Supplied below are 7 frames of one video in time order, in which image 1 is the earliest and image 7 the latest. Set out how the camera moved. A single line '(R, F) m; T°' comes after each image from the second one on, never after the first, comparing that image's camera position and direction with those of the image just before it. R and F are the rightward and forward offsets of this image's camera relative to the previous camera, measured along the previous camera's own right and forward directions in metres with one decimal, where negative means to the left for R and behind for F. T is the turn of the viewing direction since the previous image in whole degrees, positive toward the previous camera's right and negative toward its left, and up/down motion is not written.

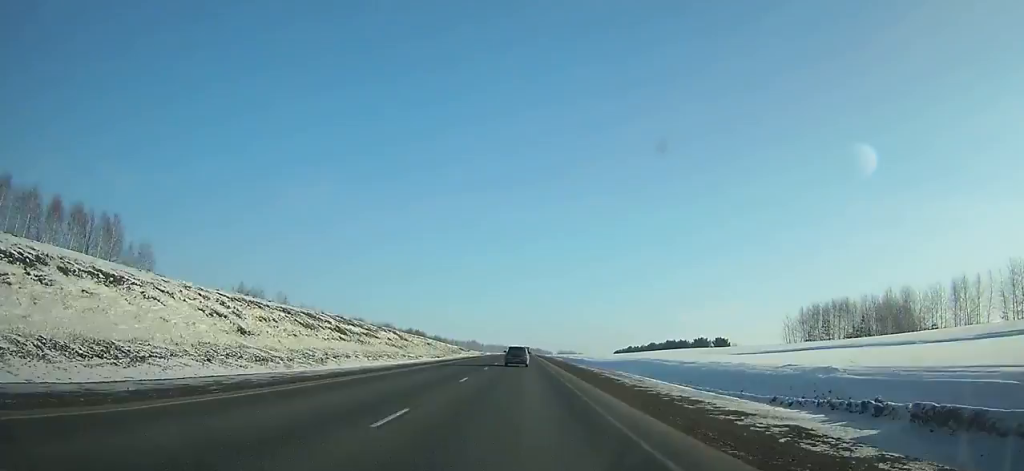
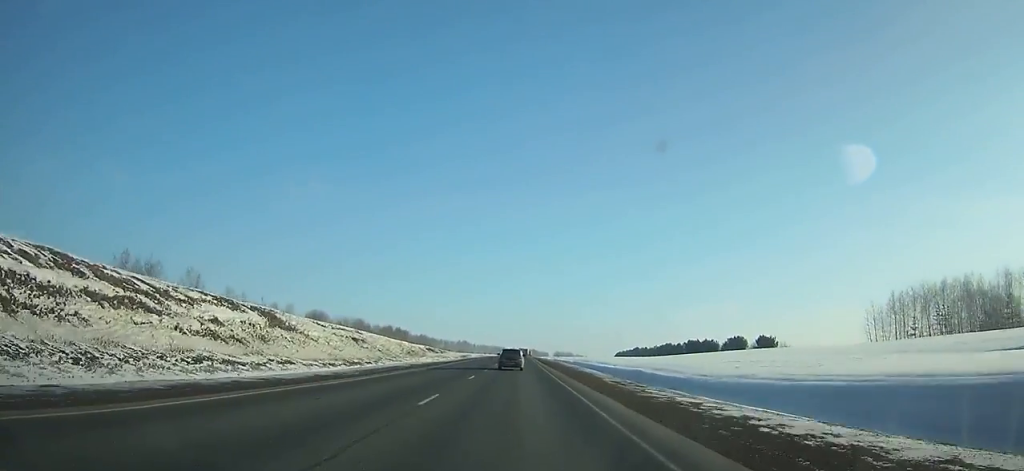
(0.0, +44.2) m; 0°
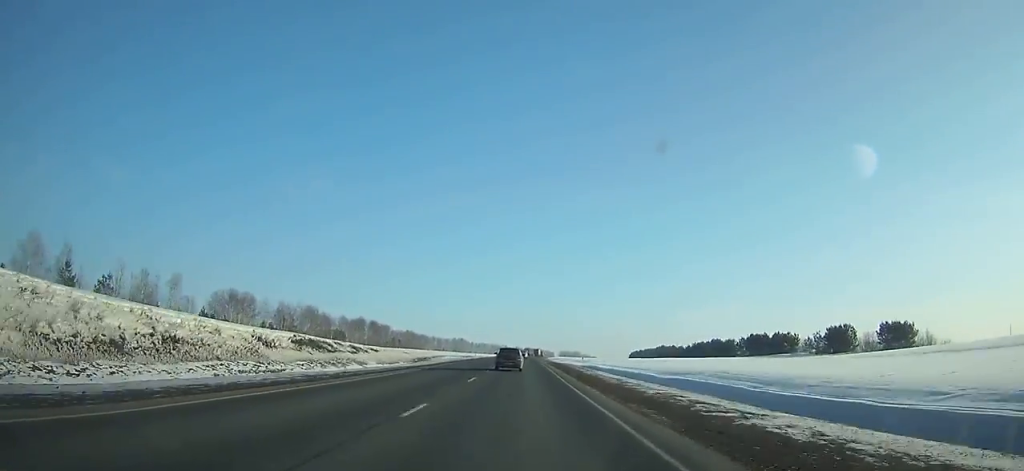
(0.0, +61.6) m; 0°
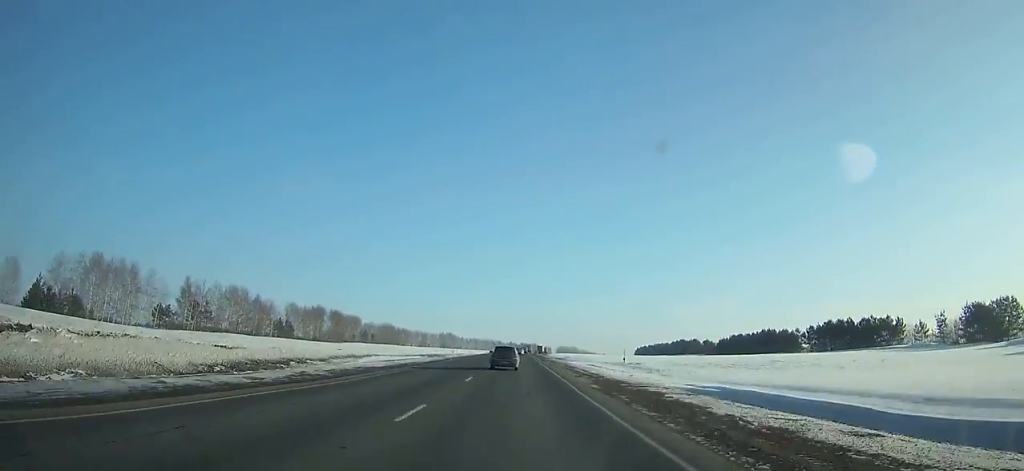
(+0.1, +48.2) m; 0°
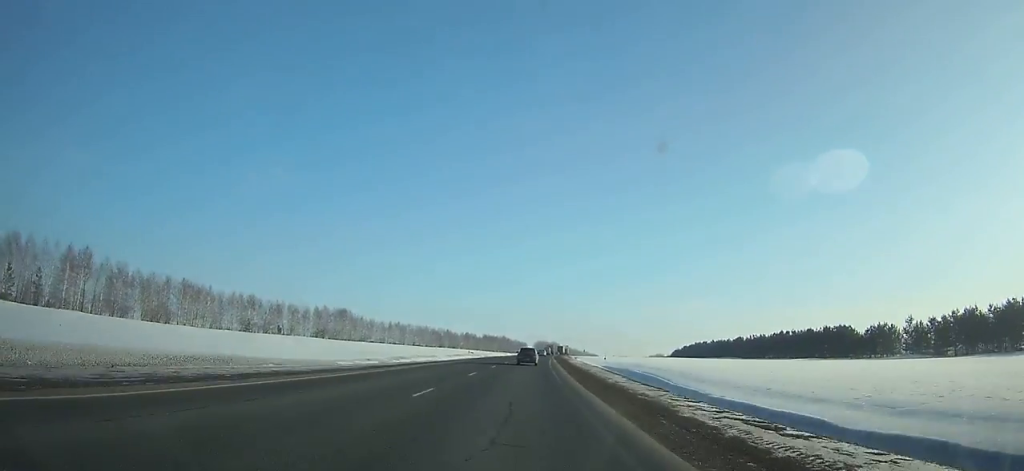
(+4.8, +222.3) m; +4°
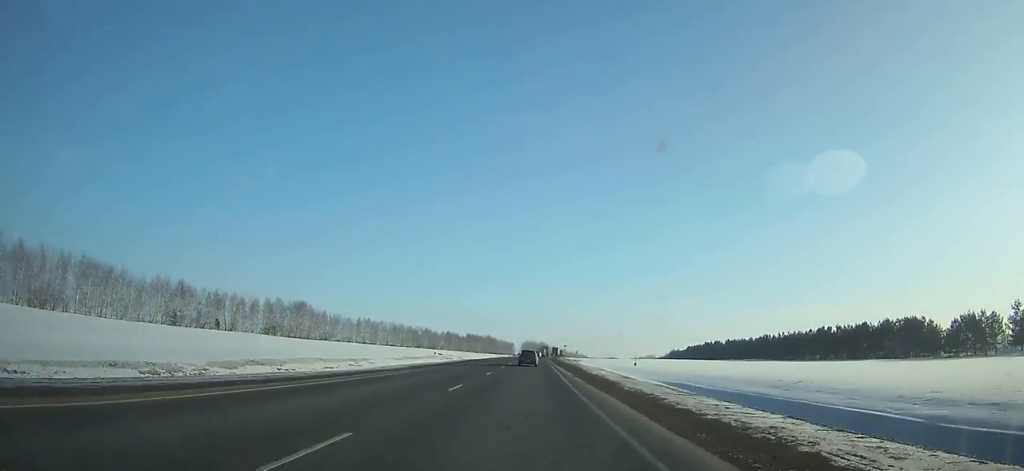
(+0.5, +32.5) m; +1°
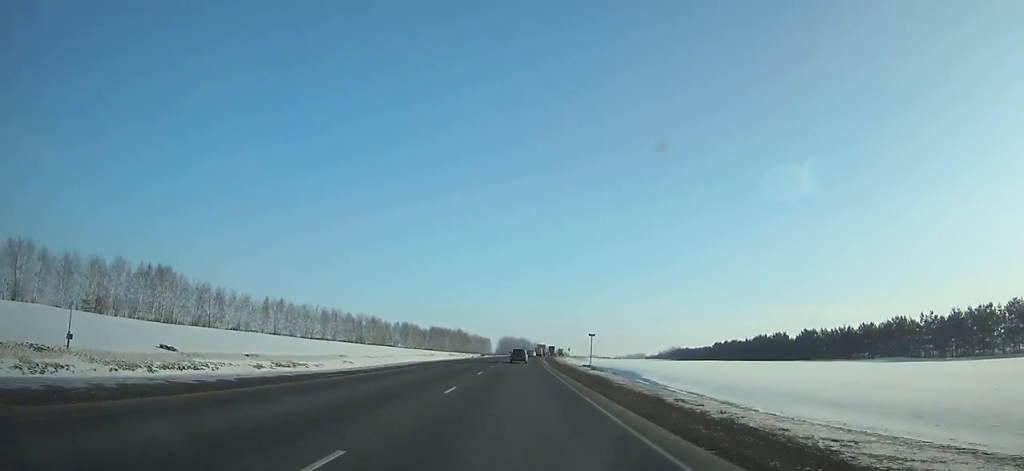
(+1.3, +73.3) m; +2°
